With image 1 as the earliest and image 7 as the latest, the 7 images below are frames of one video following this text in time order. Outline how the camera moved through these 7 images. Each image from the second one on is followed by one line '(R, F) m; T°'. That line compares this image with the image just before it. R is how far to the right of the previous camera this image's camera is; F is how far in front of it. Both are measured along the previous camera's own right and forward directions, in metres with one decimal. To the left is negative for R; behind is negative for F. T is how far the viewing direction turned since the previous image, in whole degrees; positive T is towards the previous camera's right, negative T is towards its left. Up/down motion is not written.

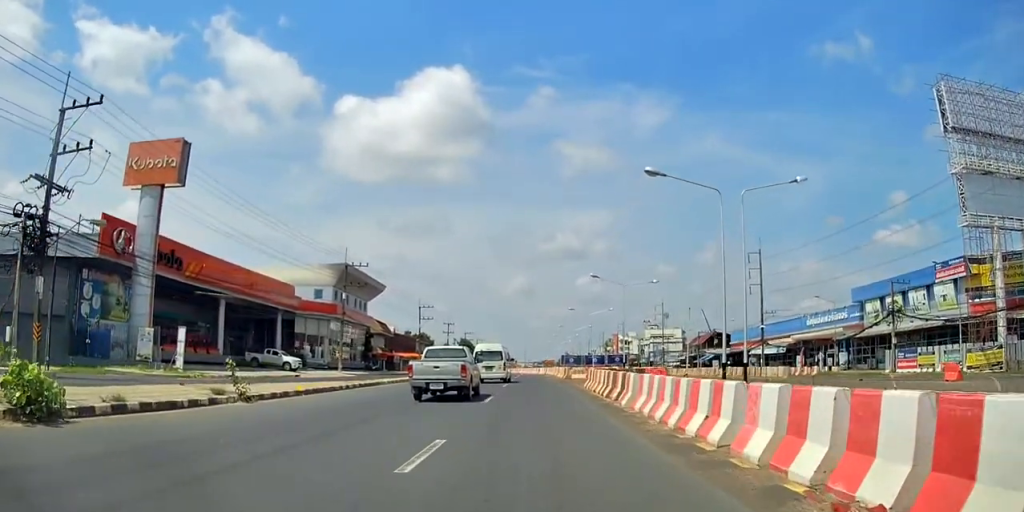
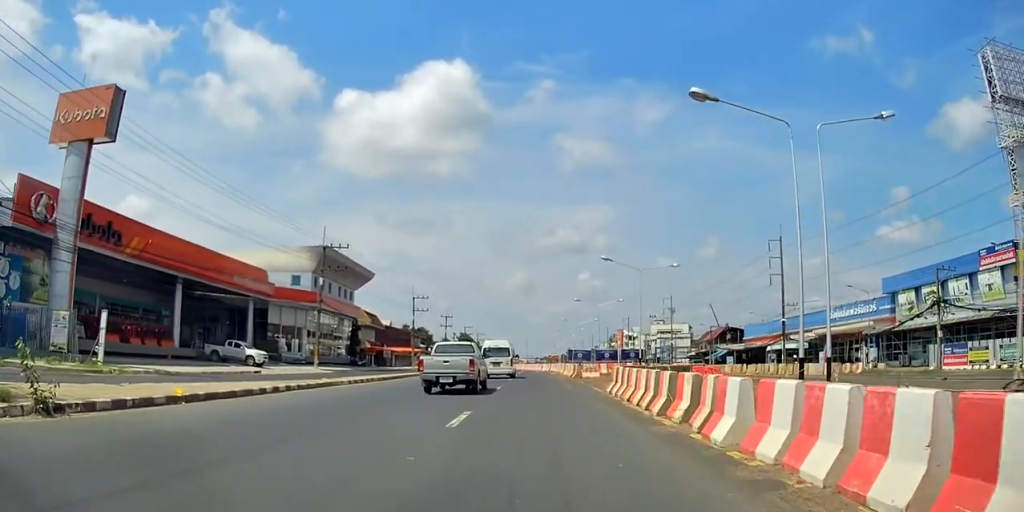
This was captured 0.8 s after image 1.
(+0.8, +8.2) m; +2°
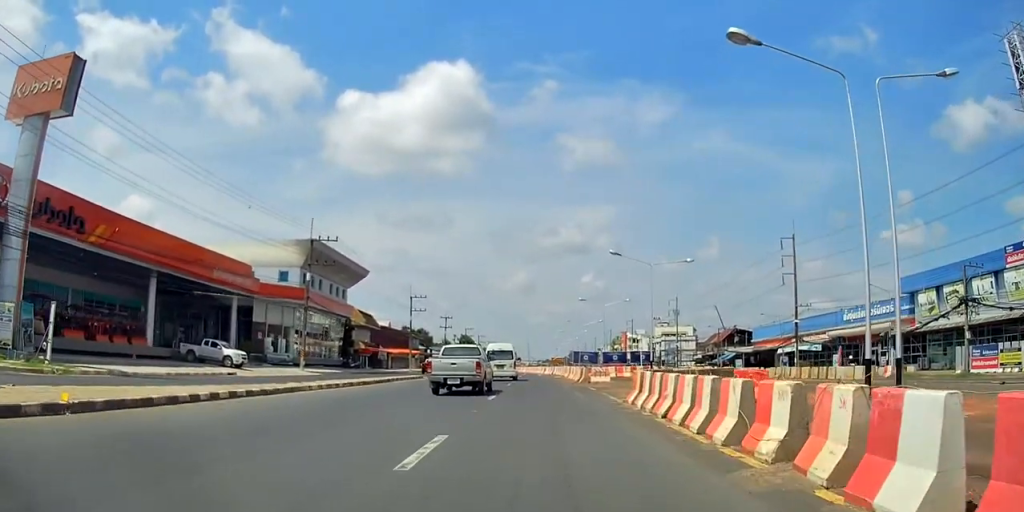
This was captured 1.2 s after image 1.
(-0.3, +4.3) m; -2°
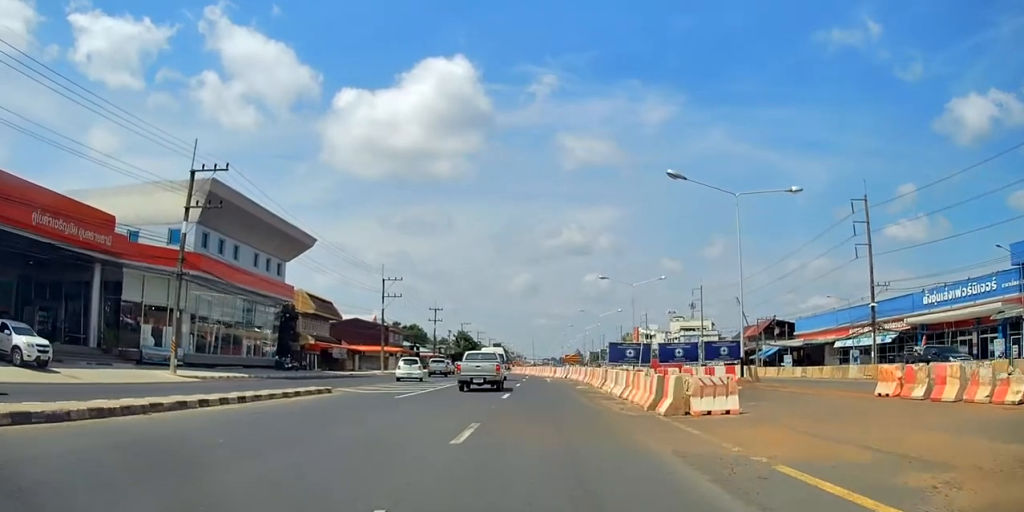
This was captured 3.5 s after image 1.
(-0.5, +22.5) m; 0°
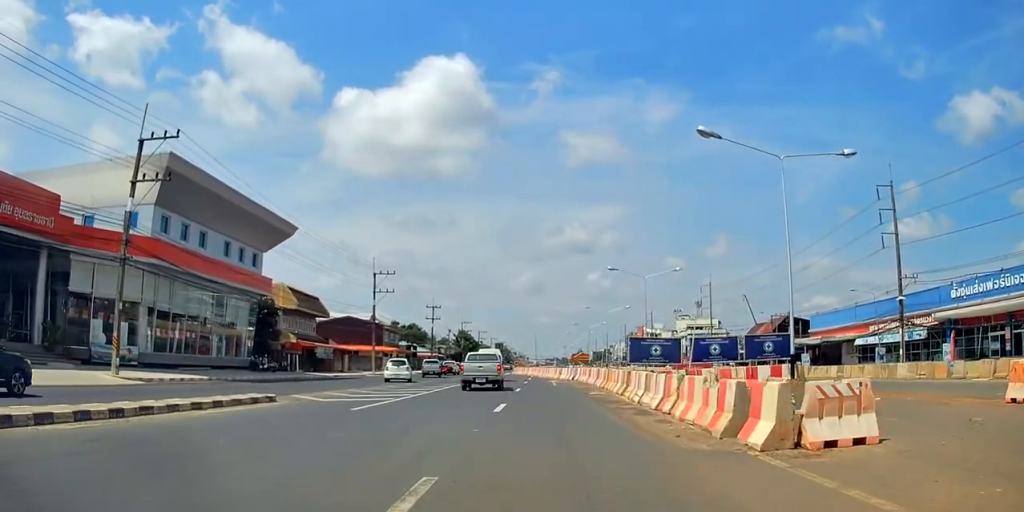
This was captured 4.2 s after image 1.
(+0.1, +6.0) m; 0°
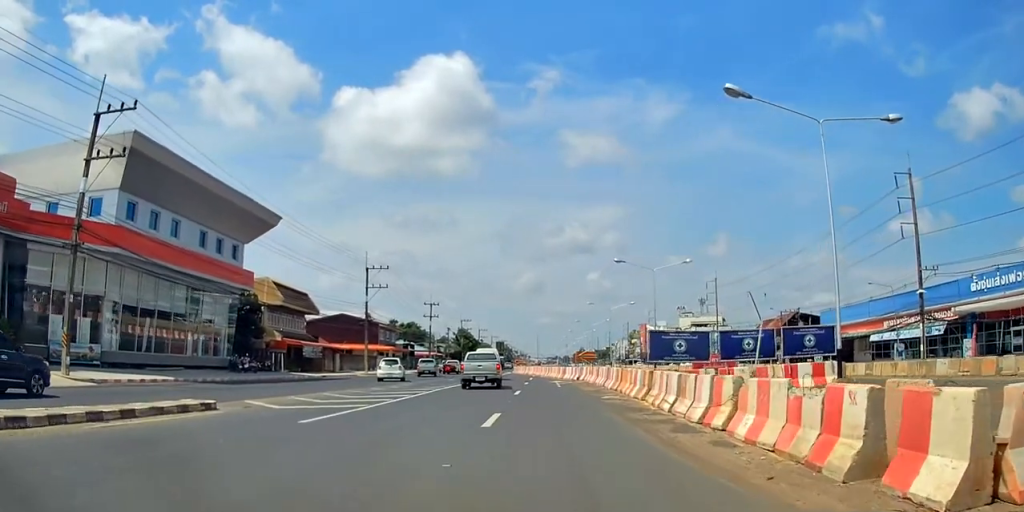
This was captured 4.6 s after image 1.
(+0.1, +4.1) m; 0°
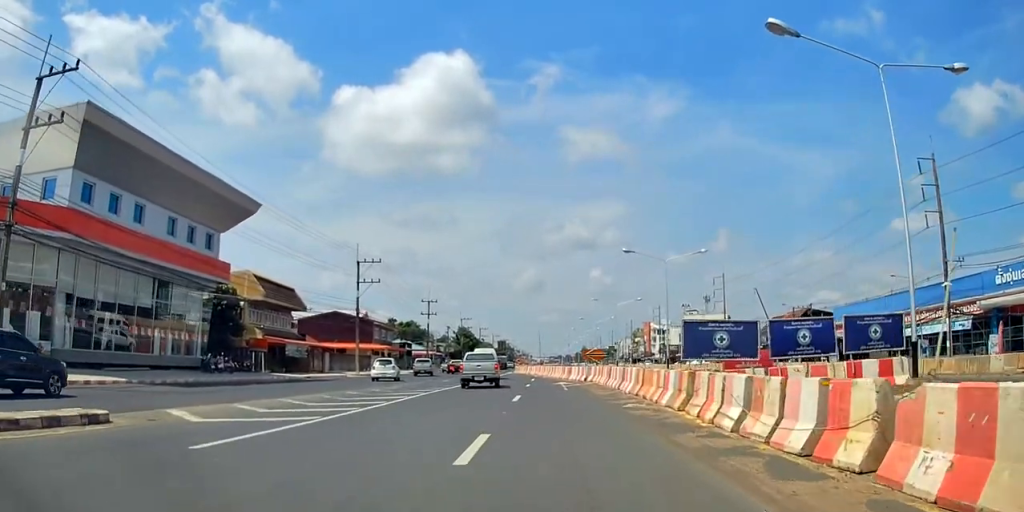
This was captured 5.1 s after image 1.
(-0.1, +4.5) m; 0°
